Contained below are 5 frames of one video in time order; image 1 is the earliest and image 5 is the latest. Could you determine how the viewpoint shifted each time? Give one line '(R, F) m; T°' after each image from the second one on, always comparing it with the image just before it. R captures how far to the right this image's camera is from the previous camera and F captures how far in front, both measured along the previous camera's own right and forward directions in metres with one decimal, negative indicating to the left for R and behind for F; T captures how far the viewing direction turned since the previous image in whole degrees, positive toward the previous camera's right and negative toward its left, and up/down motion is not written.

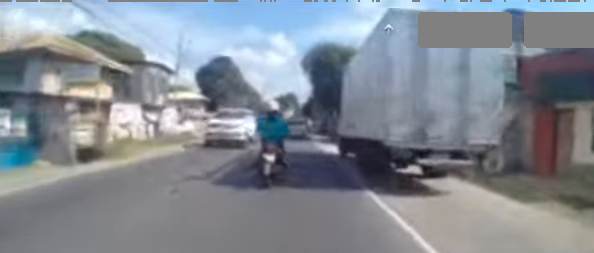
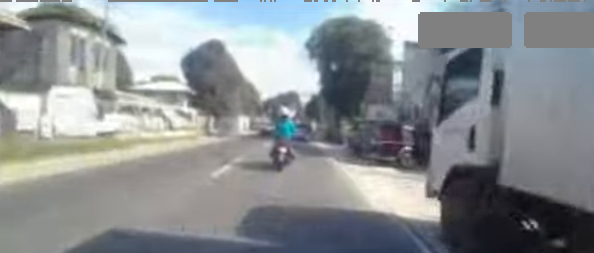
(-0.4, +8.9) m; 0°
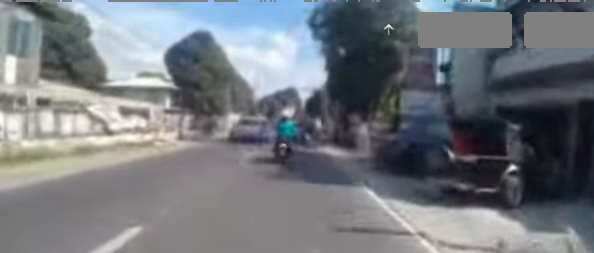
(+0.4, +6.4) m; +3°
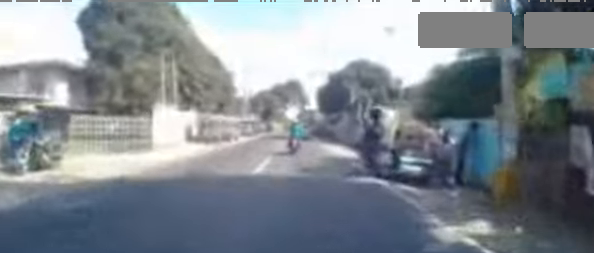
(+0.2, +19.4) m; +1°
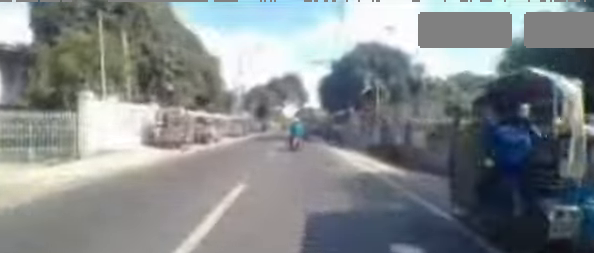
(0.0, +5.4) m; 0°
